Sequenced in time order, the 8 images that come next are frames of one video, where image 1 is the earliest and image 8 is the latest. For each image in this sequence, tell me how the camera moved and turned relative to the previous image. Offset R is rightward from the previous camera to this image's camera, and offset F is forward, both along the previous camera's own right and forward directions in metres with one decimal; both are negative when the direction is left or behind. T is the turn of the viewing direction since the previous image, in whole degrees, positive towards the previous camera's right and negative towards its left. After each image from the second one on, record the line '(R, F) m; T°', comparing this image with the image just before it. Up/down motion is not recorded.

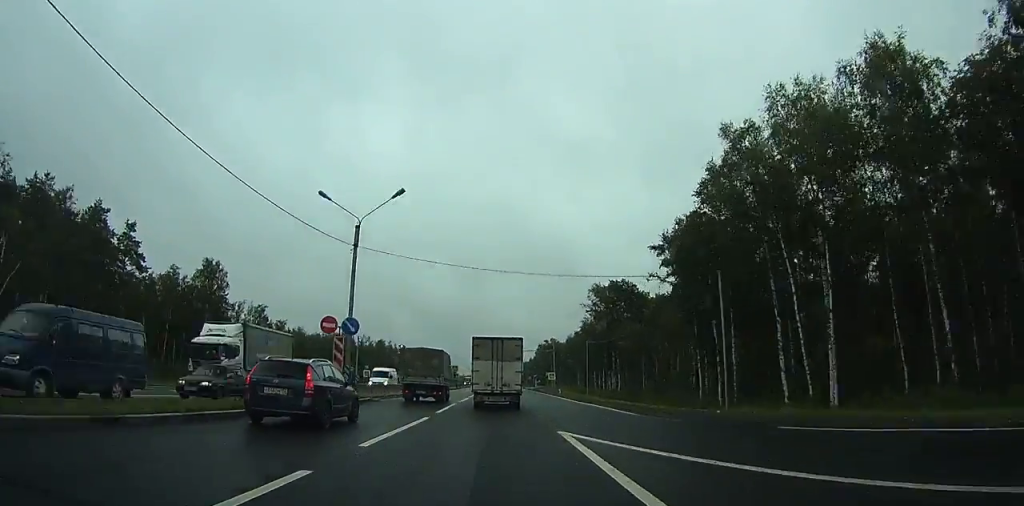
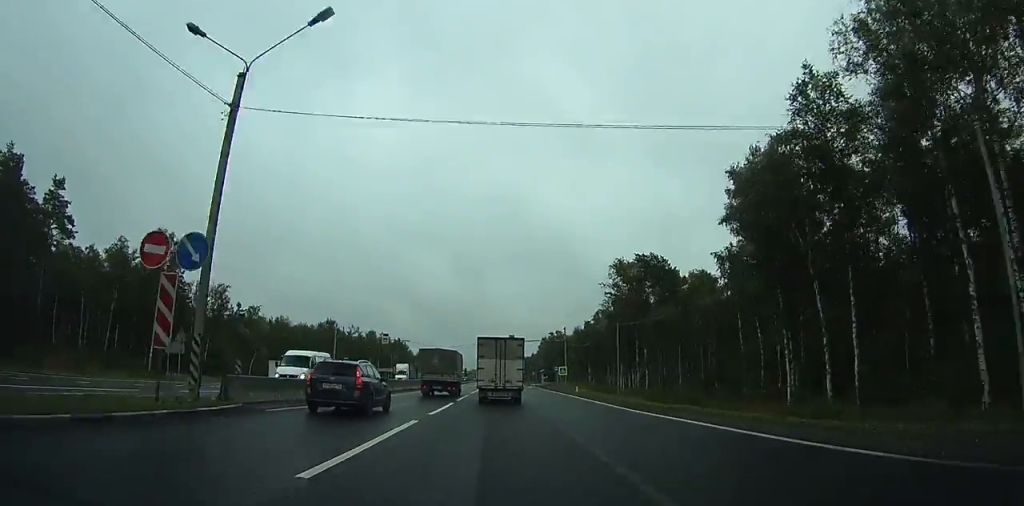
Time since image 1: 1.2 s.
(-0.1, +15.7) m; 0°
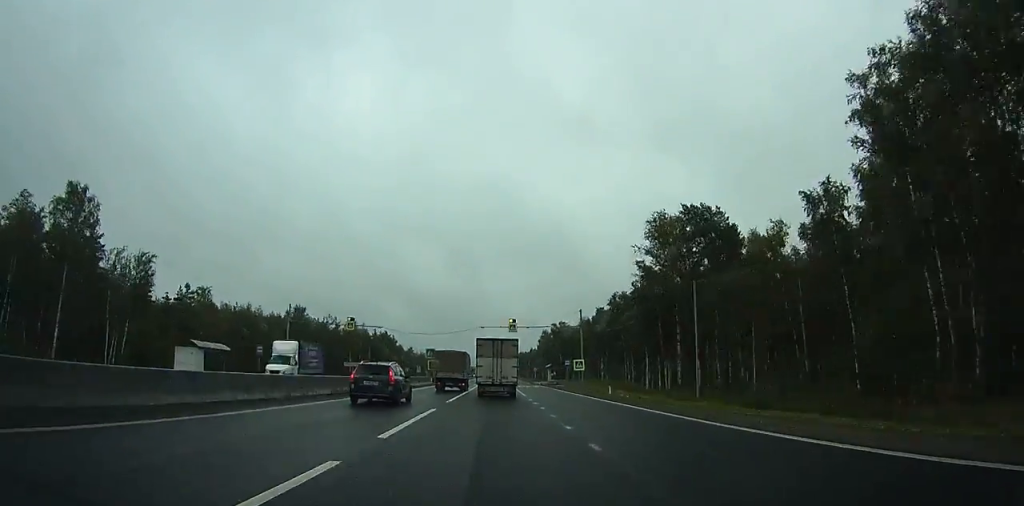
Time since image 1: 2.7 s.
(0.0, +19.6) m; 0°
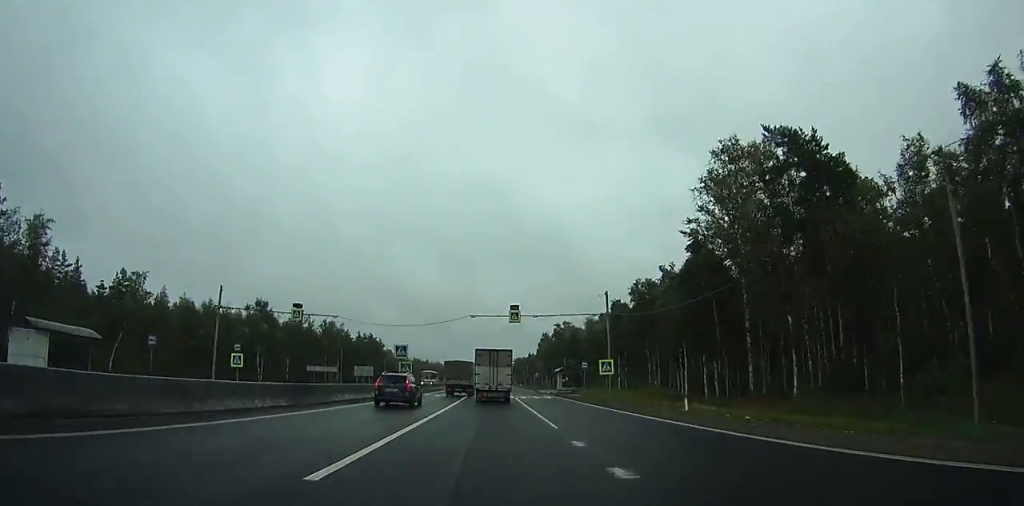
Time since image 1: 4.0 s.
(+0.1, +18.3) m; 0°
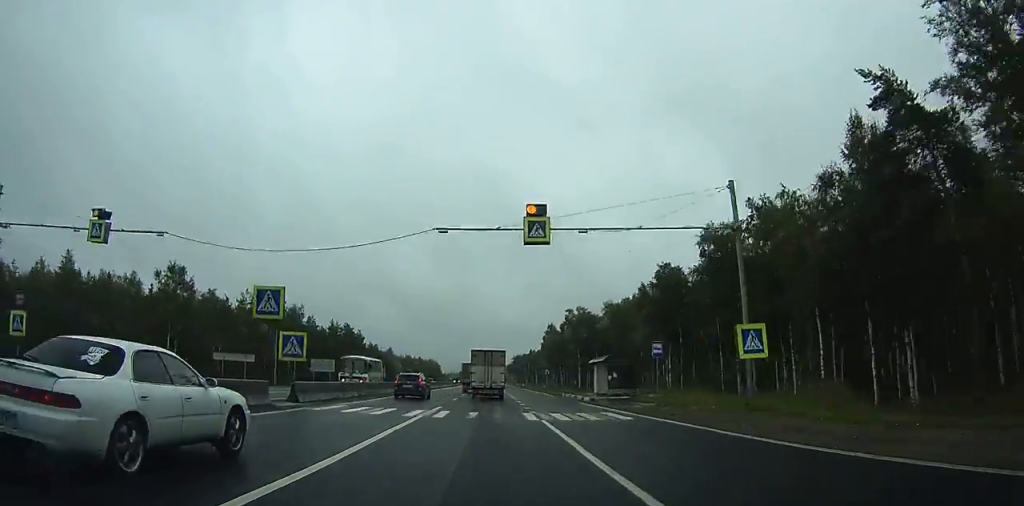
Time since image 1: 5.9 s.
(-0.2, +27.5) m; 0°
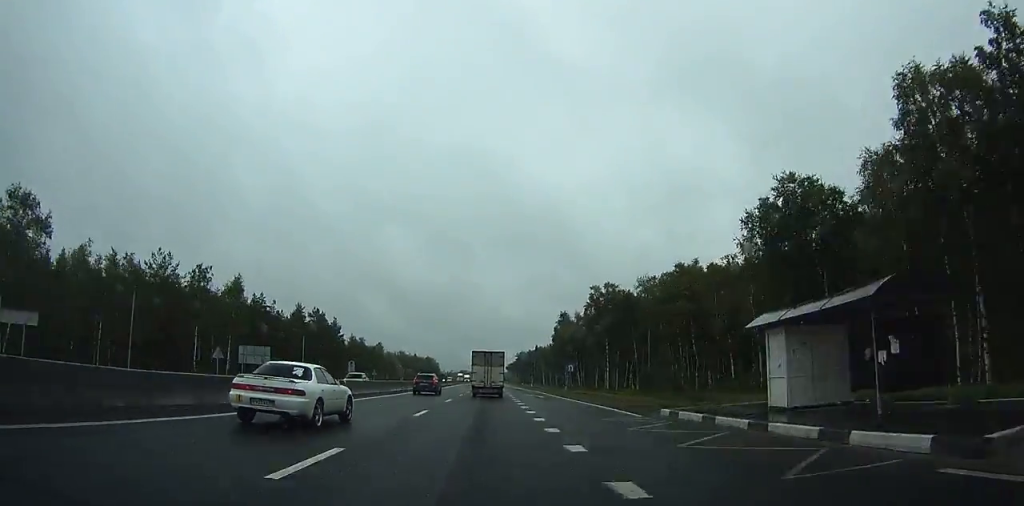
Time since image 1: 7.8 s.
(+0.2, +27.4) m; 0°
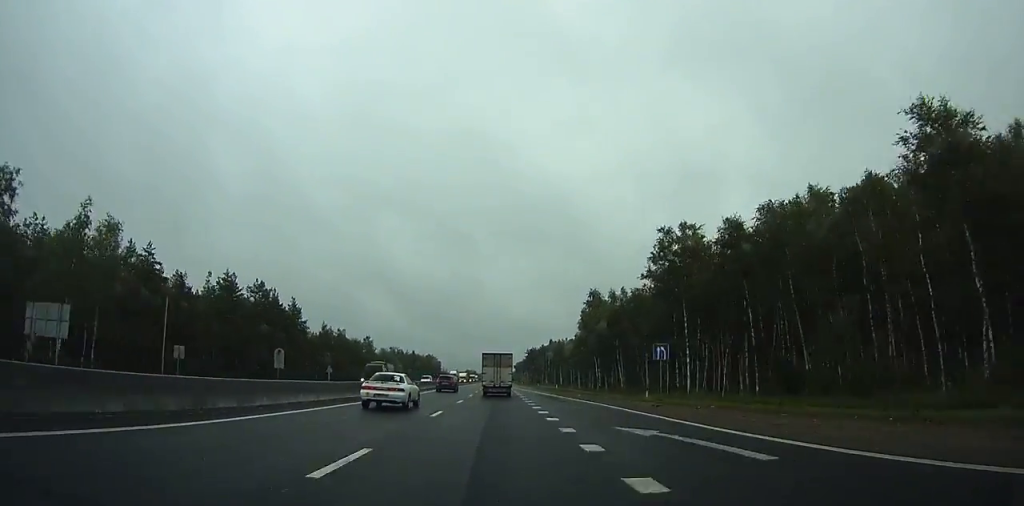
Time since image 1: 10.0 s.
(-0.1, +33.2) m; 0°
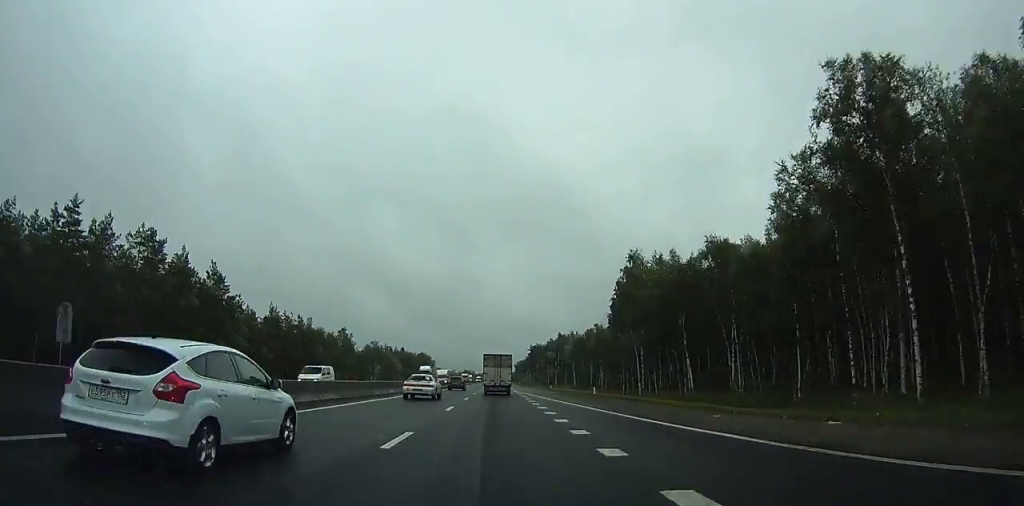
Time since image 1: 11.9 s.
(-0.2, +31.0) m; 0°
